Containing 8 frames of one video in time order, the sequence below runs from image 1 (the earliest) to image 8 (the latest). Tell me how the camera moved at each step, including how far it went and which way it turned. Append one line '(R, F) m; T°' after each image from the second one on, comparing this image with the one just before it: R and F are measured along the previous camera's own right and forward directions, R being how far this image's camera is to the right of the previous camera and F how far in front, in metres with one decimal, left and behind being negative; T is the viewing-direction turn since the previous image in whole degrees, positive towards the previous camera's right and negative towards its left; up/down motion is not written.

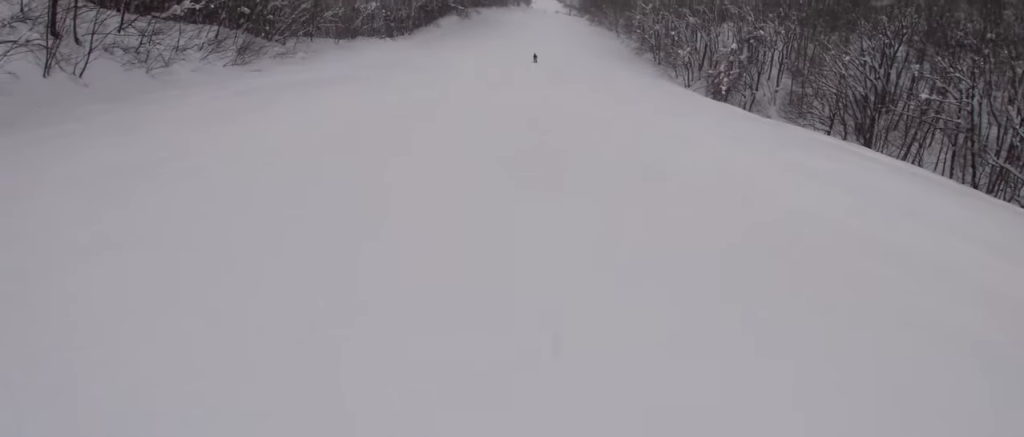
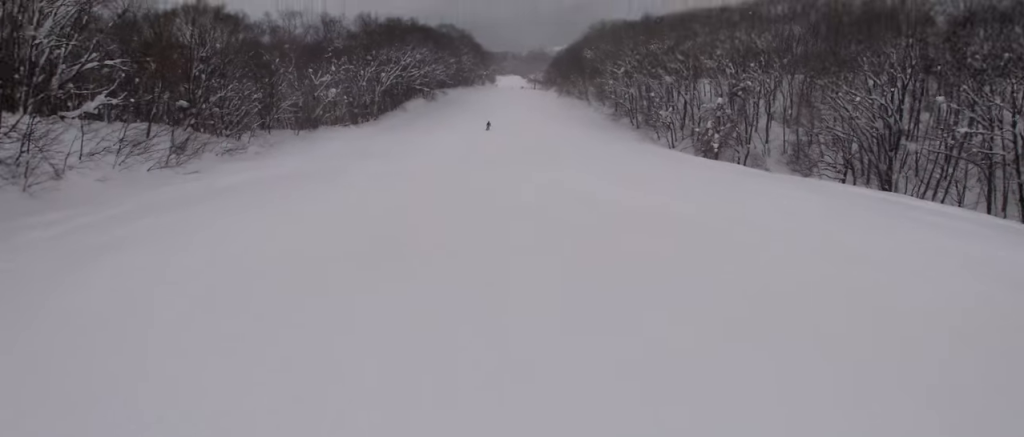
(0.0, +8.3) m; +1°
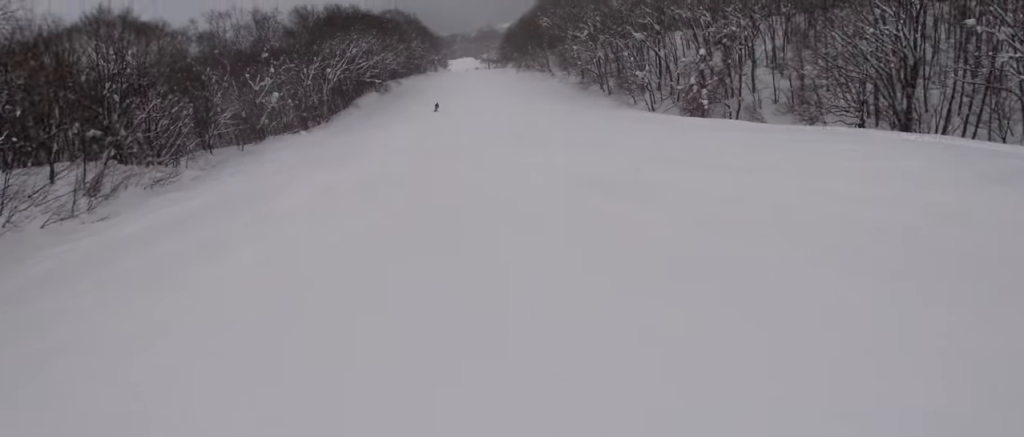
(0.0, +7.6) m; +4°
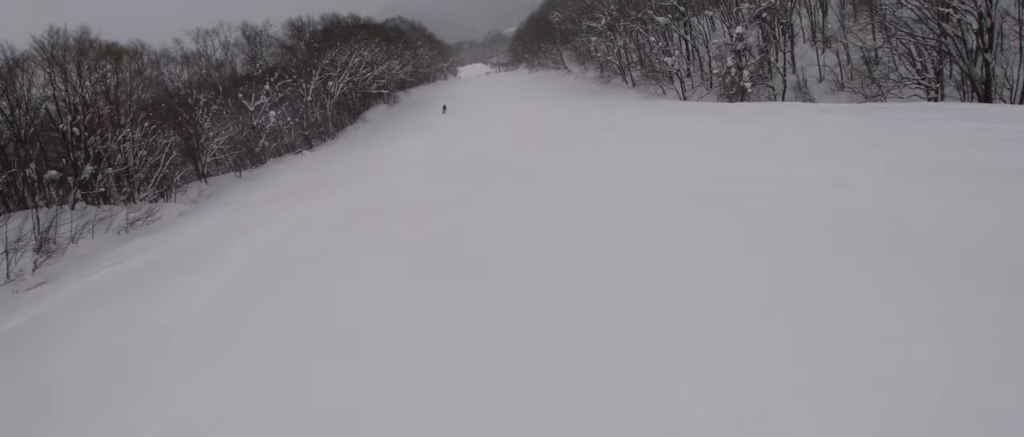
(+0.2, +7.4) m; +1°
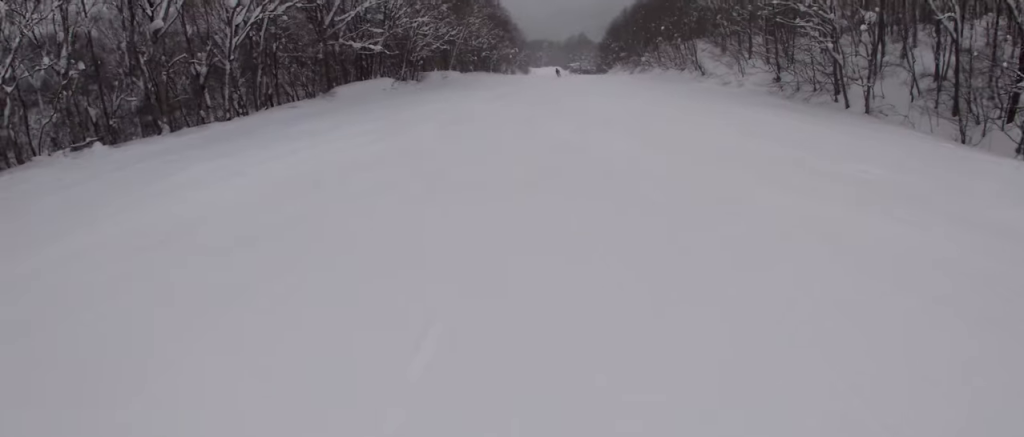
(-1.1, +47.1) m; 0°
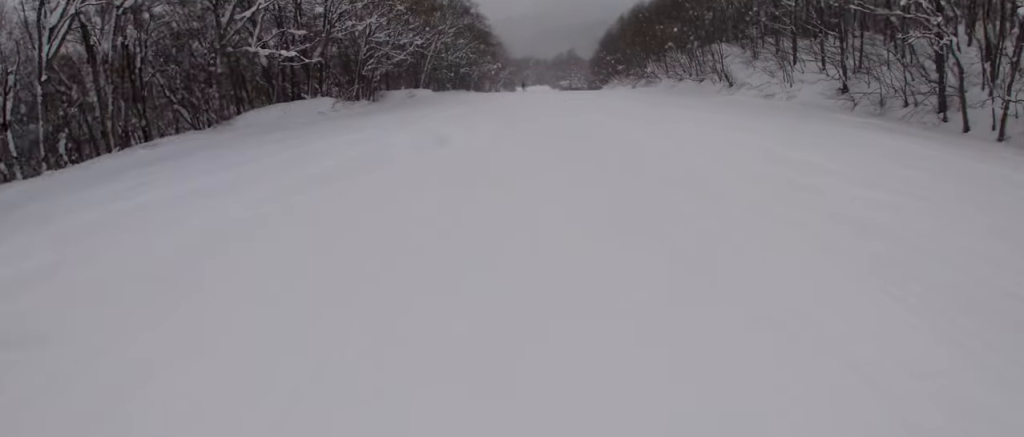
(-0.9, +15.5) m; -6°
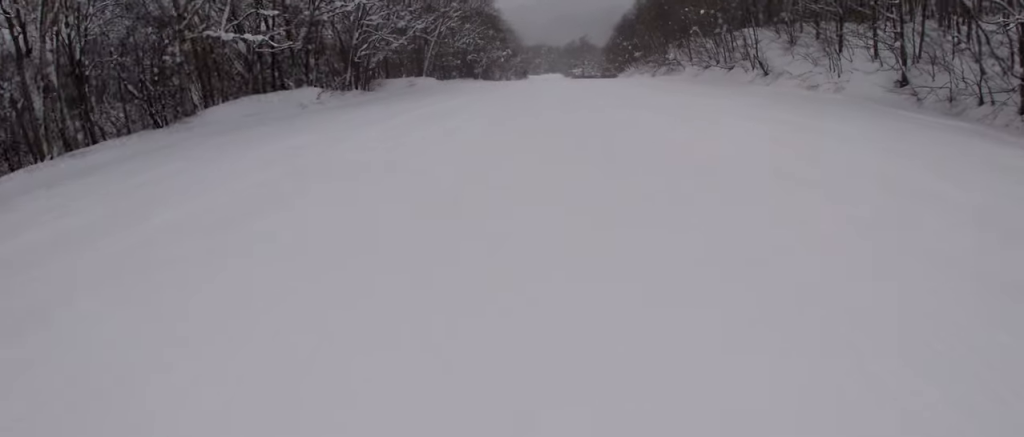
(-0.1, +5.7) m; +3°
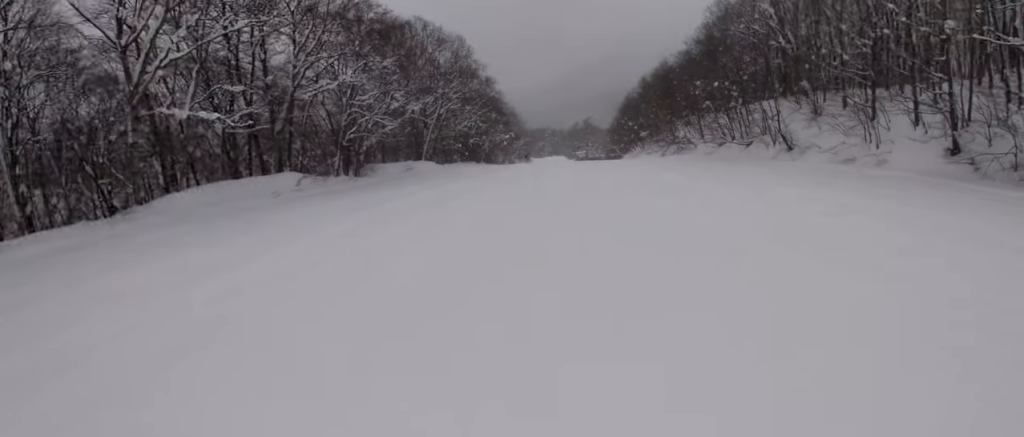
(-0.3, +5.7) m; +3°
